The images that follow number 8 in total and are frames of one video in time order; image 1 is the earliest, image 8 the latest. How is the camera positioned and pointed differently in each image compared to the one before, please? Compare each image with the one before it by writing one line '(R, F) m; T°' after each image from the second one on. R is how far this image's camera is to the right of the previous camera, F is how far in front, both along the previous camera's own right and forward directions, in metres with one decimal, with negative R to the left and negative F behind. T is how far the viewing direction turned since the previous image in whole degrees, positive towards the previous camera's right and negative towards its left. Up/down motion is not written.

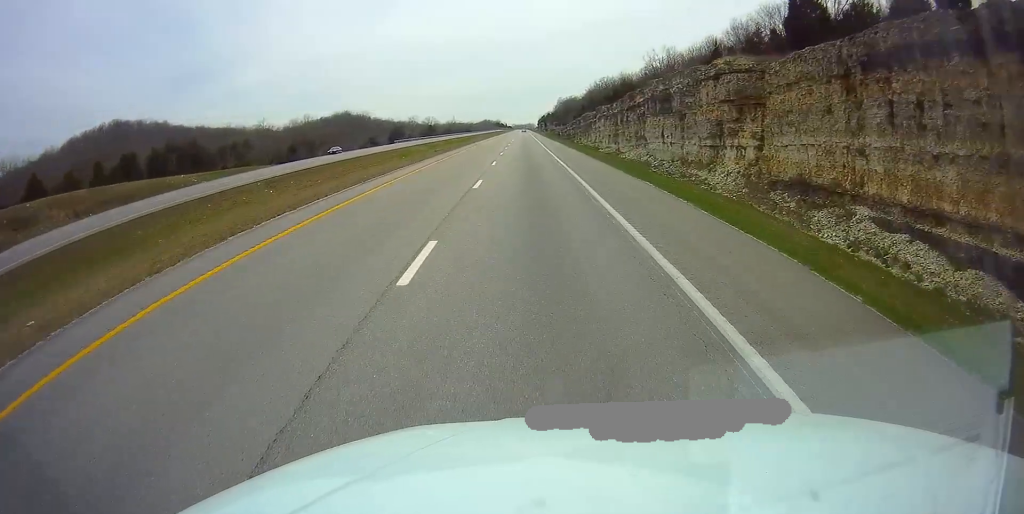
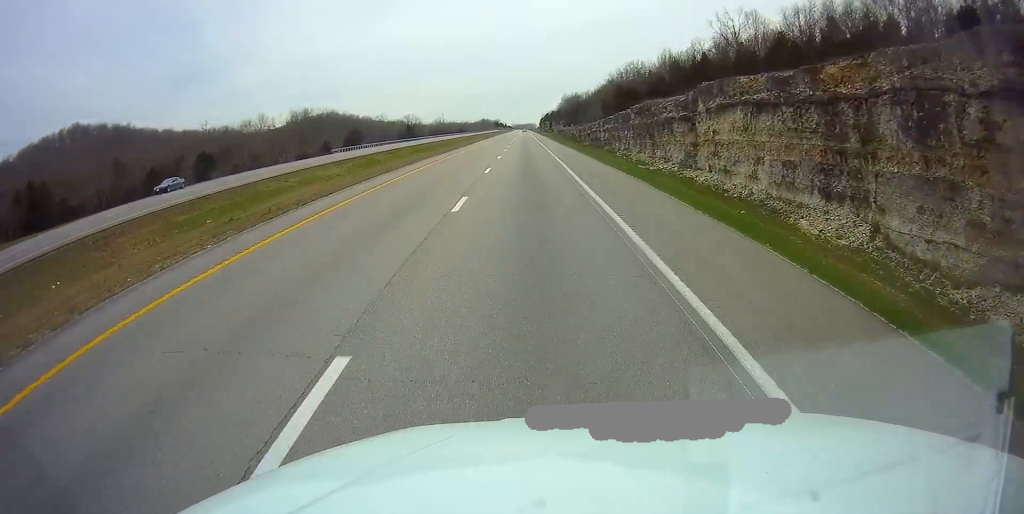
(0.0, +54.0) m; 0°
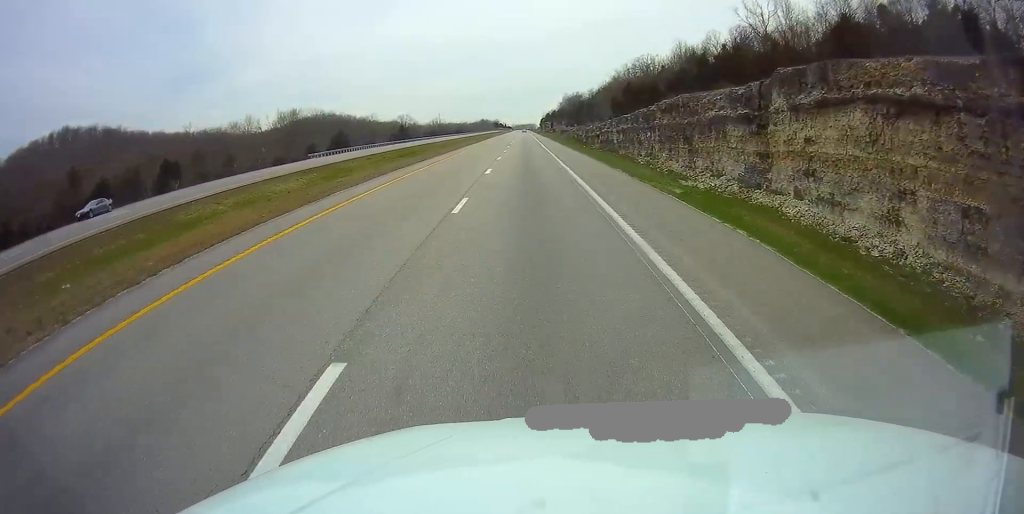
(+0.1, +12.3) m; 0°
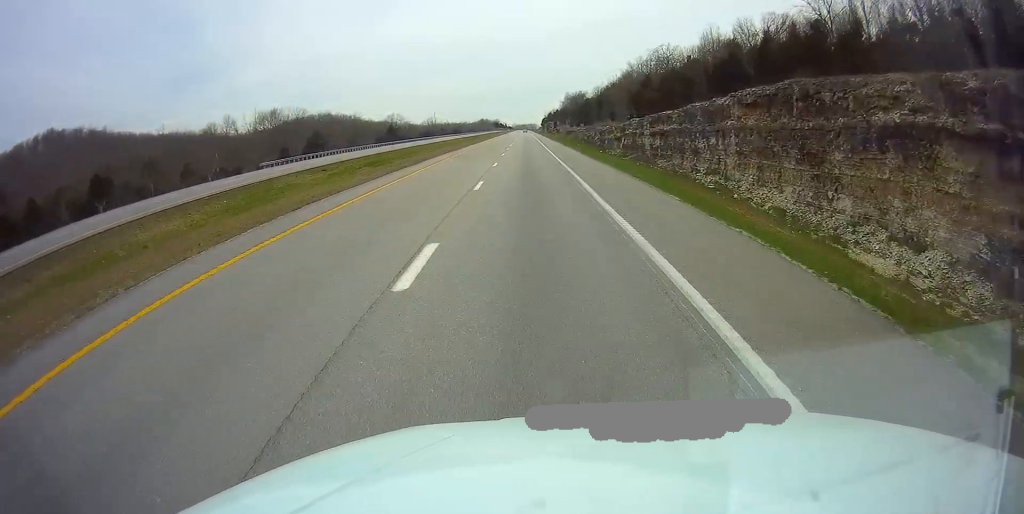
(0.0, +18.9) m; 0°
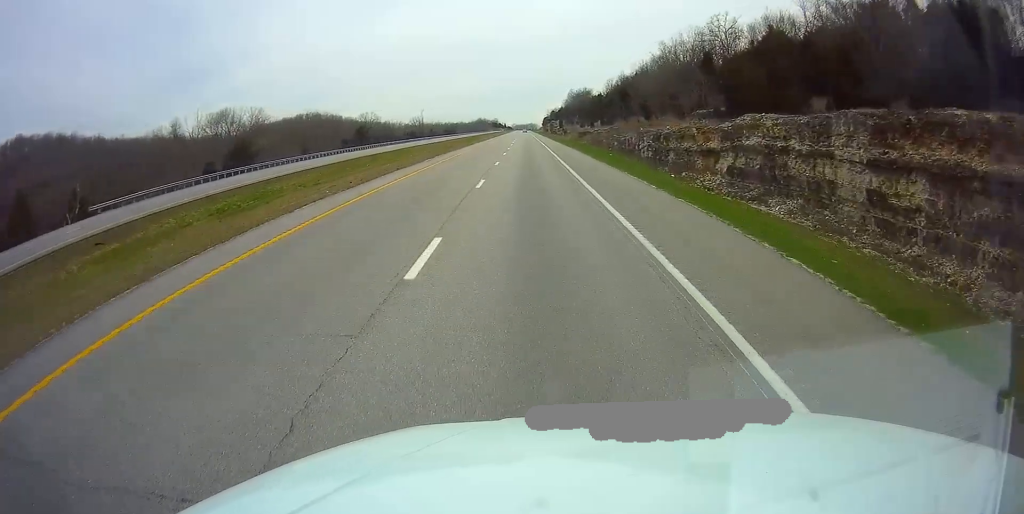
(-0.1, +35.9) m; 0°
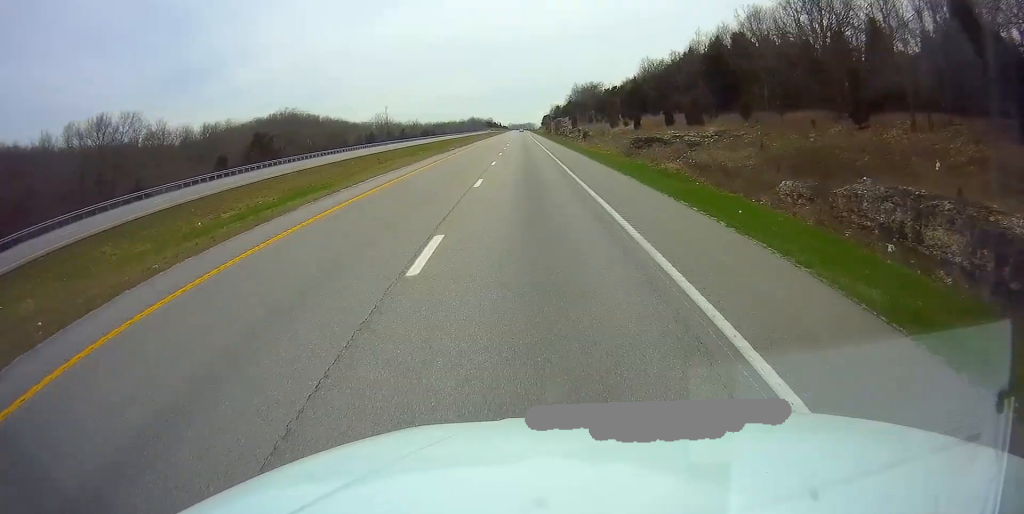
(+0.2, +60.3) m; 0°
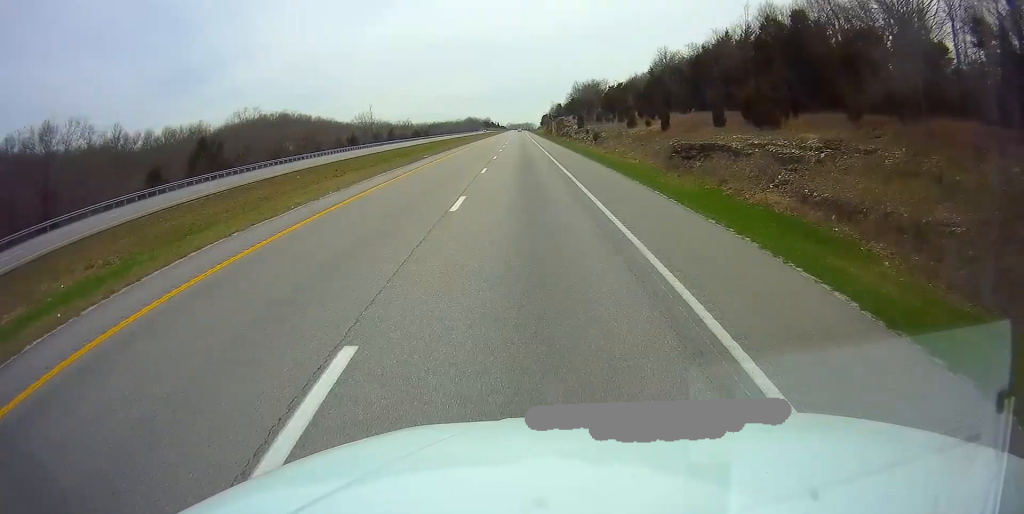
(0.0, +17.9) m; 0°
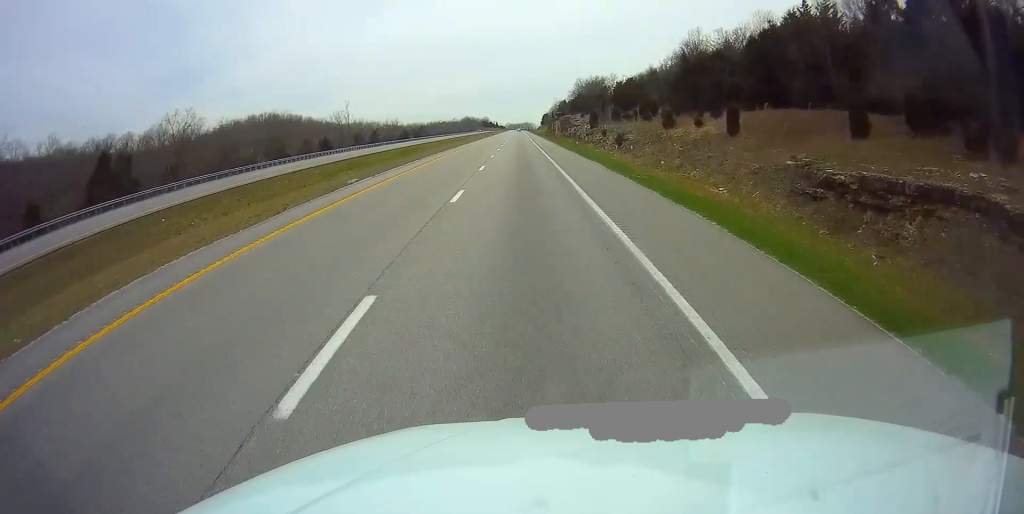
(+0.1, +22.6) m; 0°
